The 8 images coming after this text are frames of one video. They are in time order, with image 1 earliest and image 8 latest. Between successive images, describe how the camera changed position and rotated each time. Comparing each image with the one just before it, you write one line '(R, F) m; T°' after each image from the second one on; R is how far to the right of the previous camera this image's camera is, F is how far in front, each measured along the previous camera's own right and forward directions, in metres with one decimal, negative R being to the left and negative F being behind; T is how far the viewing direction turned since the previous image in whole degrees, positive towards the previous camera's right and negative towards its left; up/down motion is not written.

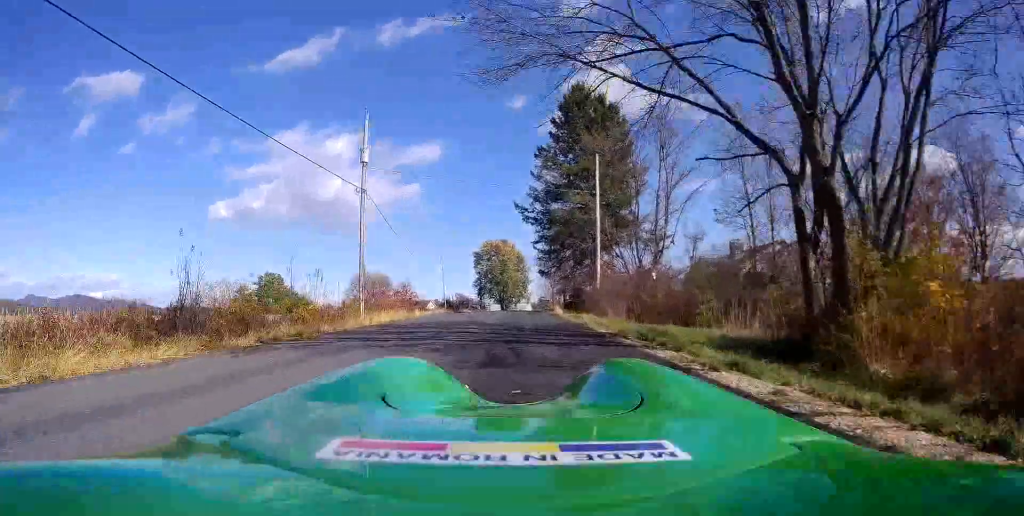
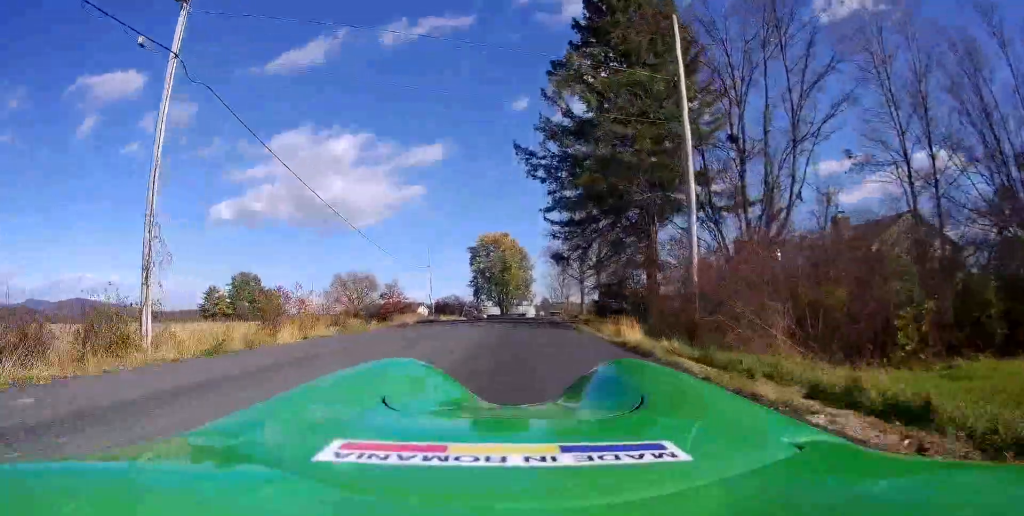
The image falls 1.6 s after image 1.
(-0.1, +20.8) m; +1°
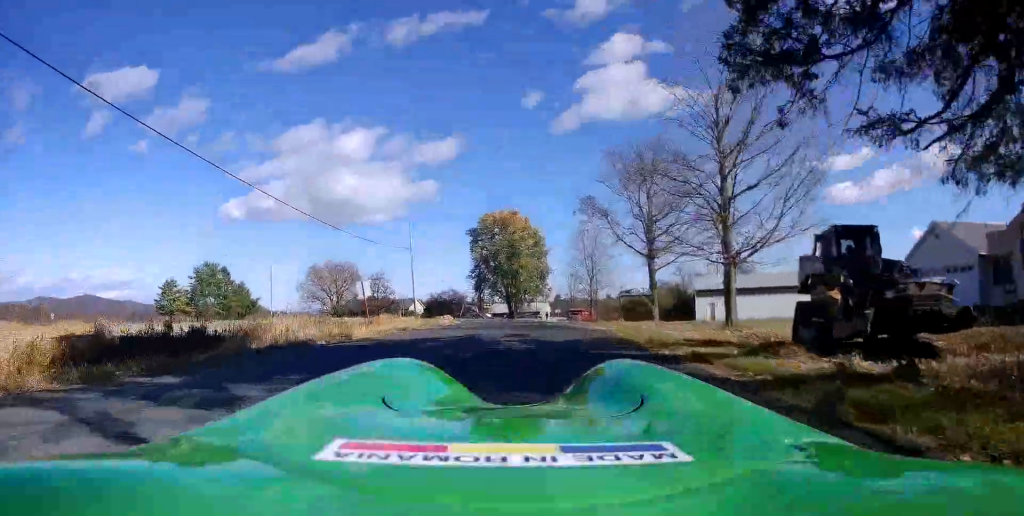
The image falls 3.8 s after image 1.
(+0.2, +27.8) m; -2°
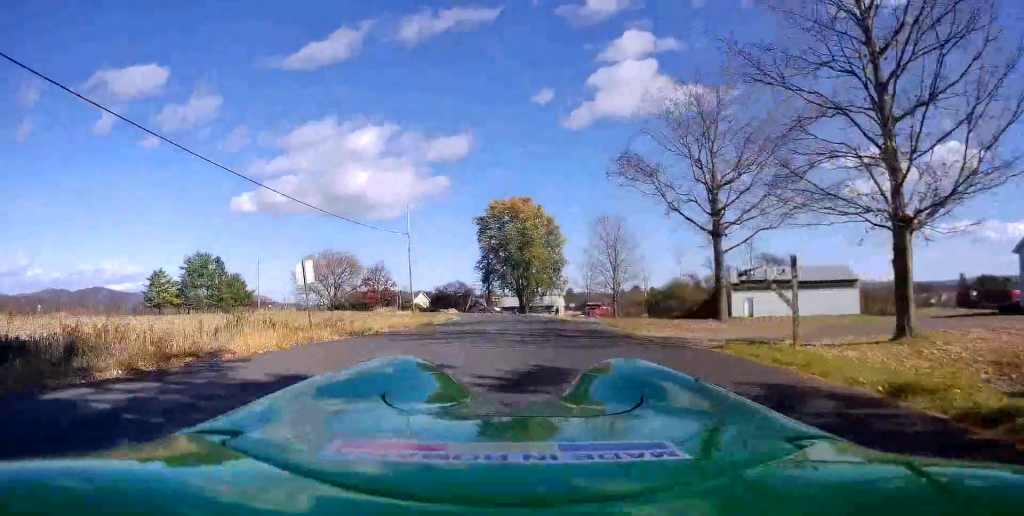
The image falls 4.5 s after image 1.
(-0.4, +8.7) m; 0°
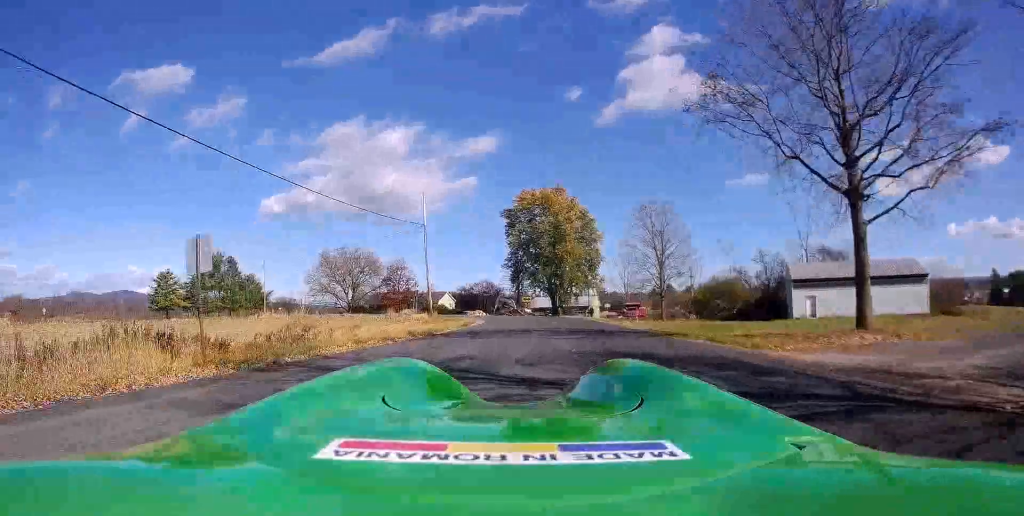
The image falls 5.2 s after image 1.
(0.0, +8.2) m; 0°
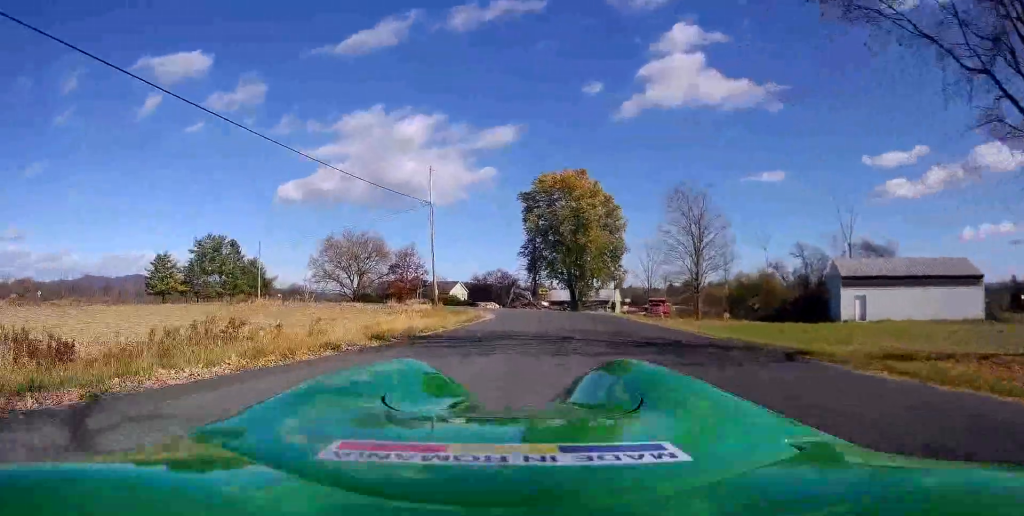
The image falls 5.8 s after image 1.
(+0.3, +6.7) m; 0°
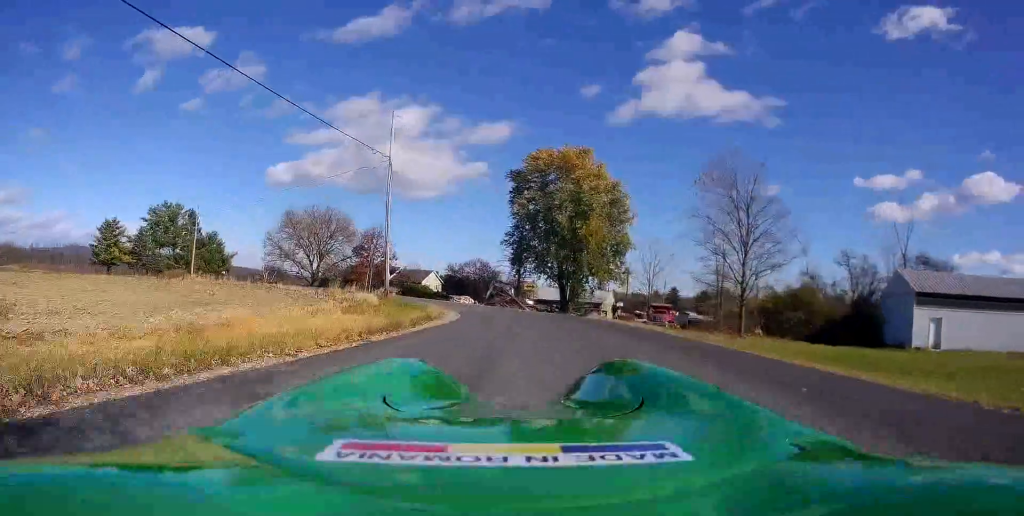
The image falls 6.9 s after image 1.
(-0.7, +12.4) m; -3°
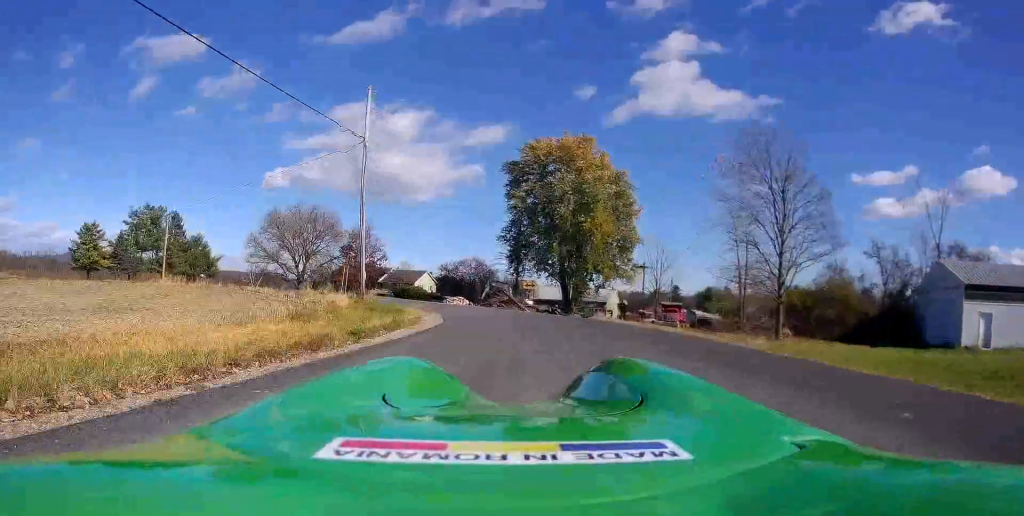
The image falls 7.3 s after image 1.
(0.0, +5.2) m; -1°
